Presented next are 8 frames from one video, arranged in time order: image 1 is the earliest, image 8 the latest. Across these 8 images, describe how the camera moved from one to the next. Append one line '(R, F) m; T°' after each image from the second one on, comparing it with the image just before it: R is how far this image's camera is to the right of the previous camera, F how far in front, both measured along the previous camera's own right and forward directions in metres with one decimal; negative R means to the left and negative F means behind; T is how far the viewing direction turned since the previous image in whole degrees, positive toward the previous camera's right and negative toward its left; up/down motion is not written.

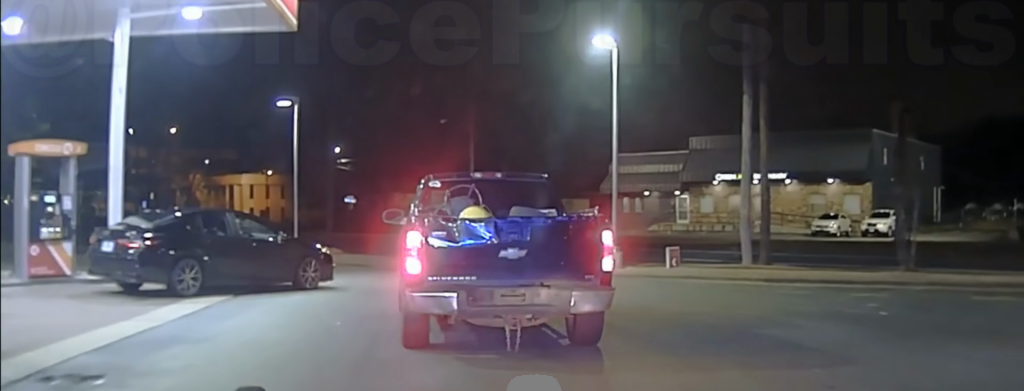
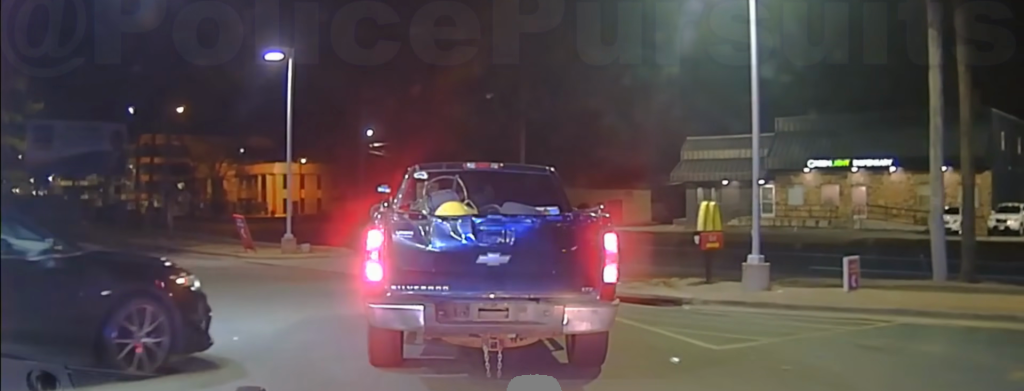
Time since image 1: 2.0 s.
(-0.8, +11.1) m; -8°
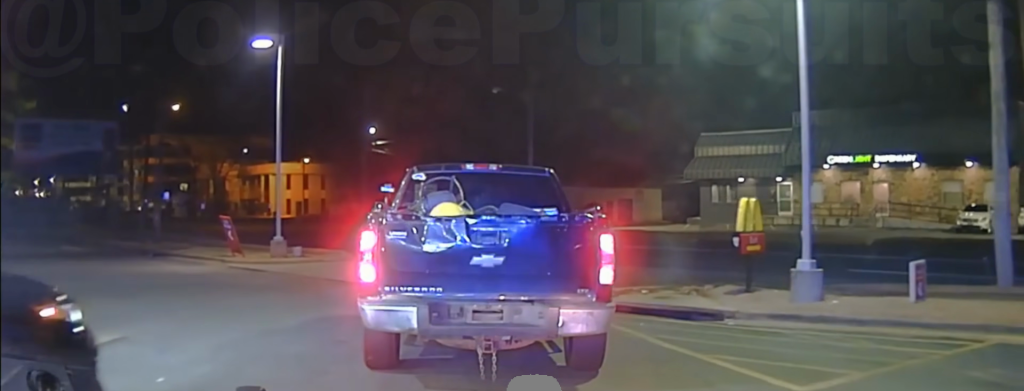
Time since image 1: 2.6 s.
(-0.1, +2.2) m; -1°
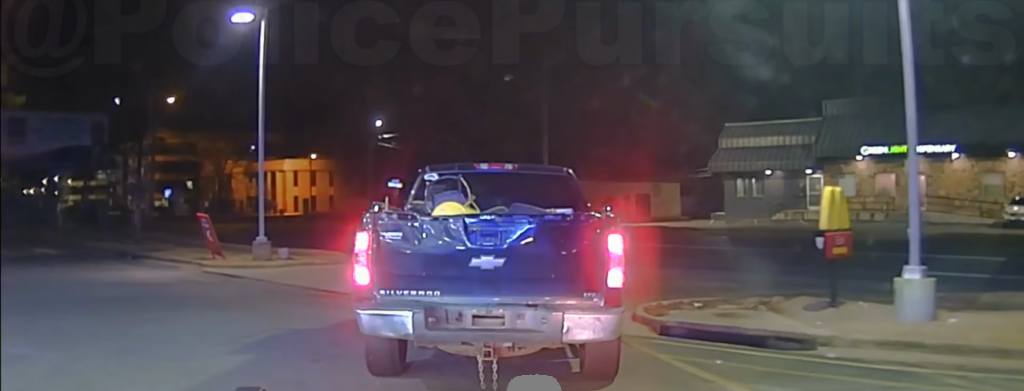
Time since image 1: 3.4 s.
(0.0, +2.6) m; +4°
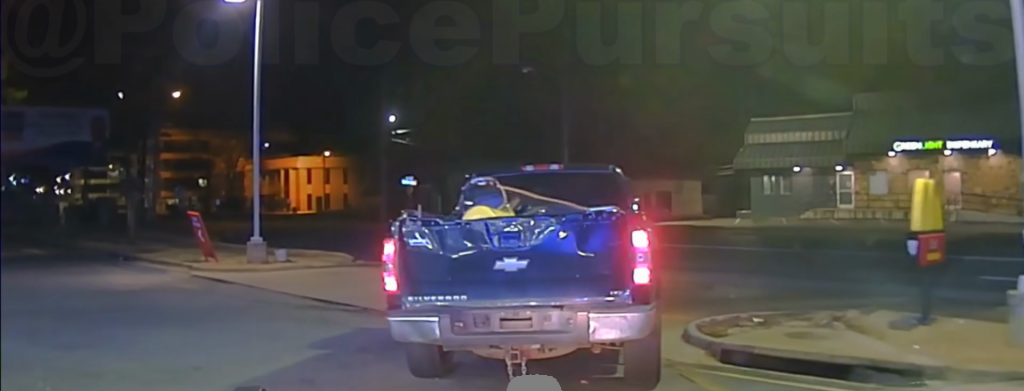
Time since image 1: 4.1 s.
(+0.1, +2.0) m; +2°
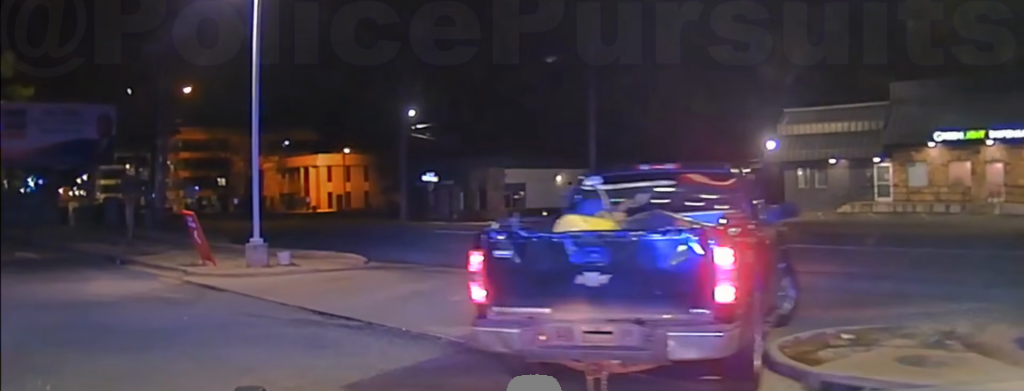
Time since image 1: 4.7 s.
(+0.1, +2.2) m; +1°
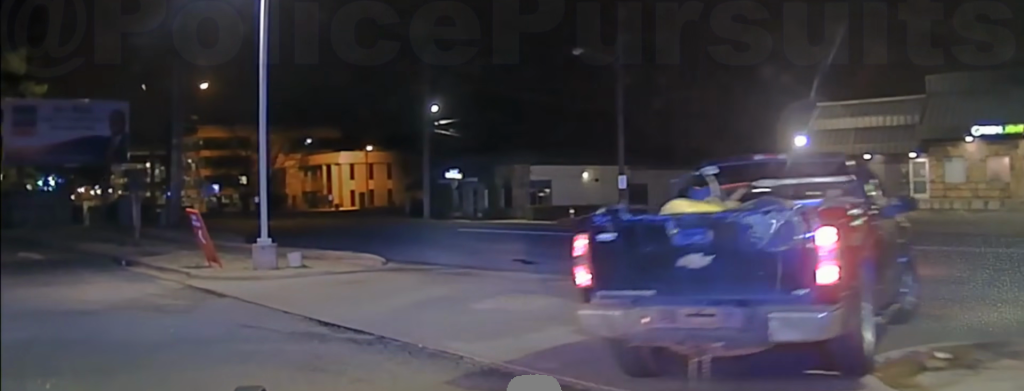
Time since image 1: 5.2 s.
(0.0, +1.5) m; -2°
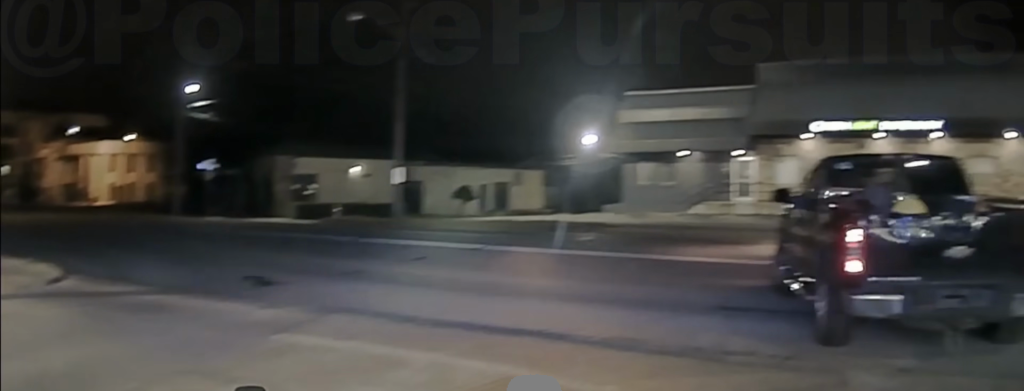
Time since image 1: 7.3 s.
(-0.1, +8.6) m; +13°
